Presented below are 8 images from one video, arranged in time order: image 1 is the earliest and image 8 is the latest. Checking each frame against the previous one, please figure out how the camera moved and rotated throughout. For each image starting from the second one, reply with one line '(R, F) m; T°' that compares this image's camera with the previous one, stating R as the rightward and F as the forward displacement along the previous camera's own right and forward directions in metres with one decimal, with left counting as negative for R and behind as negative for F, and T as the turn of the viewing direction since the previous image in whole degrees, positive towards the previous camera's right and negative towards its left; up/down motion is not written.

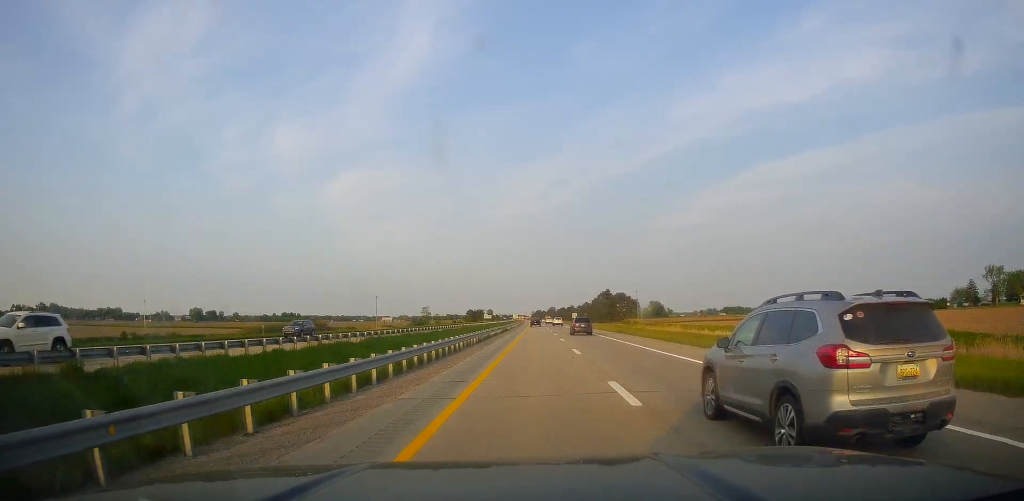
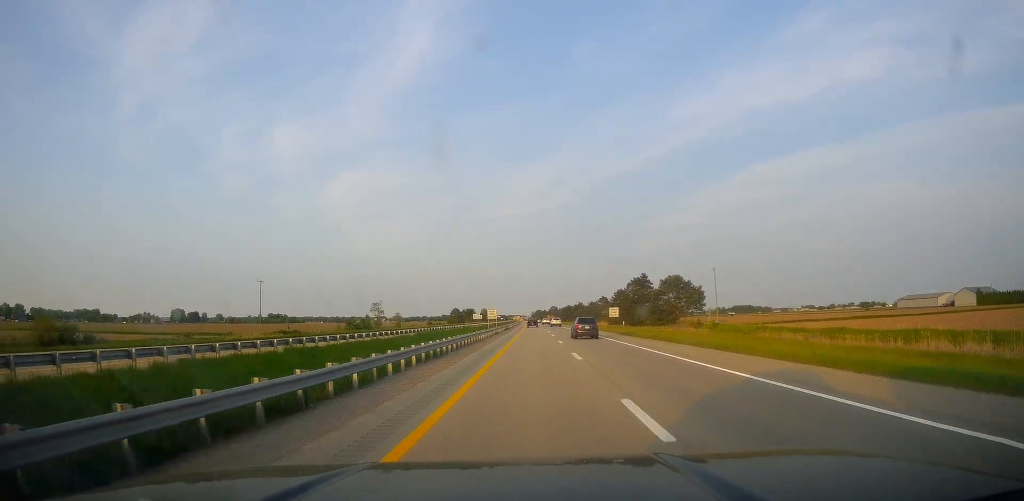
(-0.1, +79.1) m; 0°
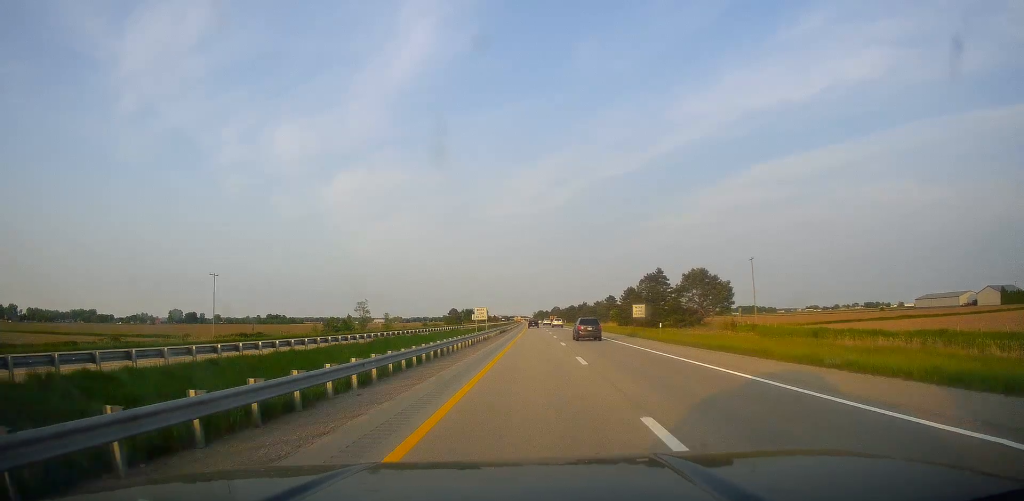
(-0.2, +17.2) m; 0°
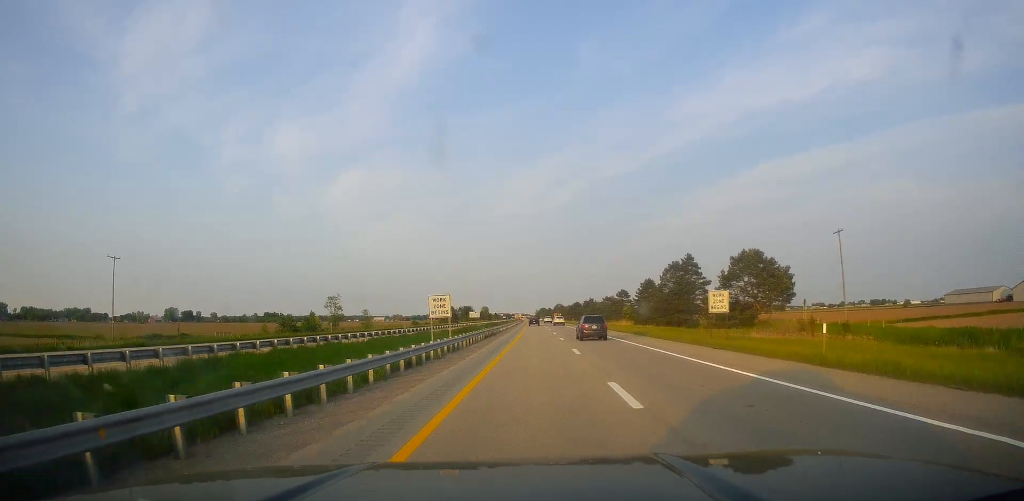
(-0.1, +25.2) m; 0°
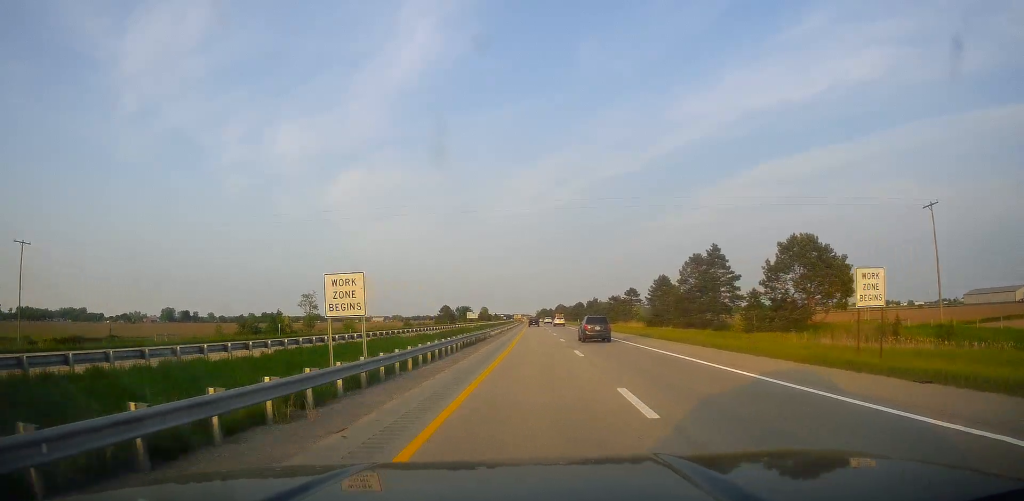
(-0.1, +16.0) m; 0°
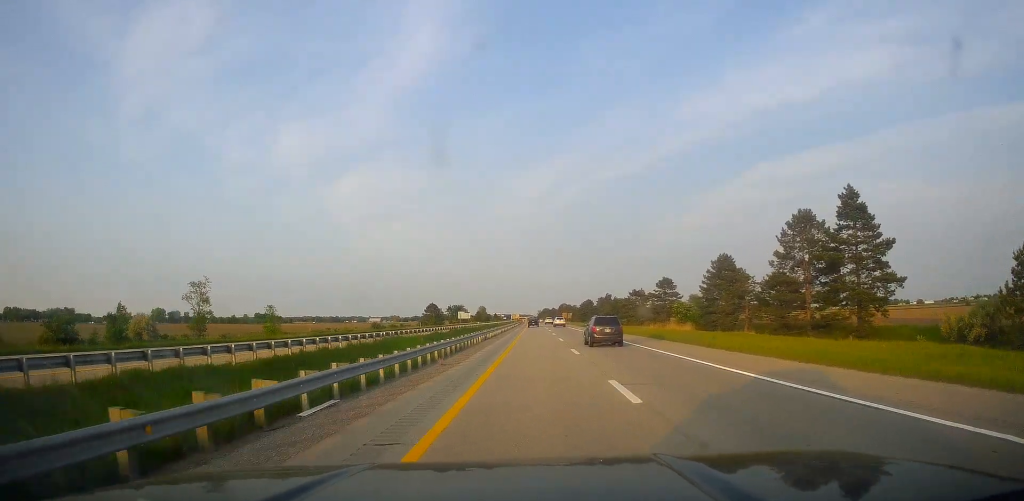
(+0.4, +43.7) m; 0°
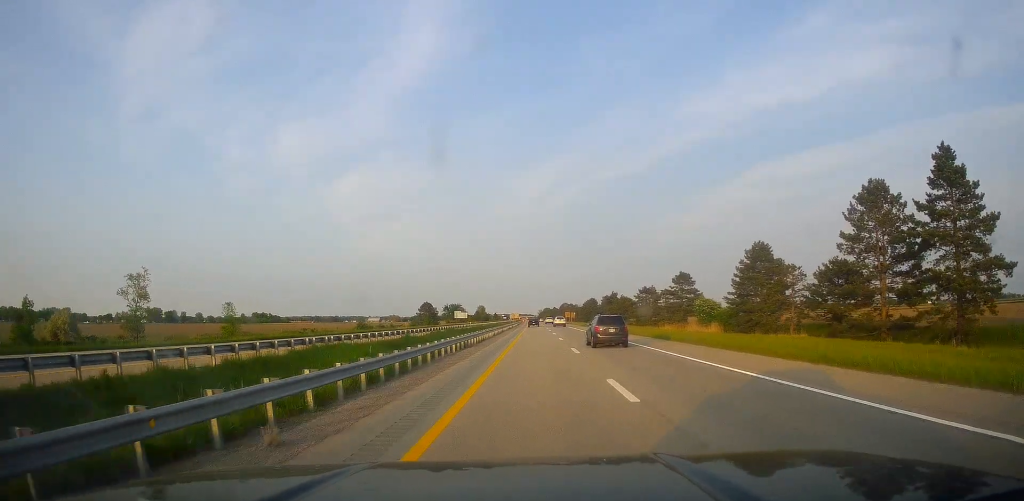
(-0.2, +15.0) m; 0°
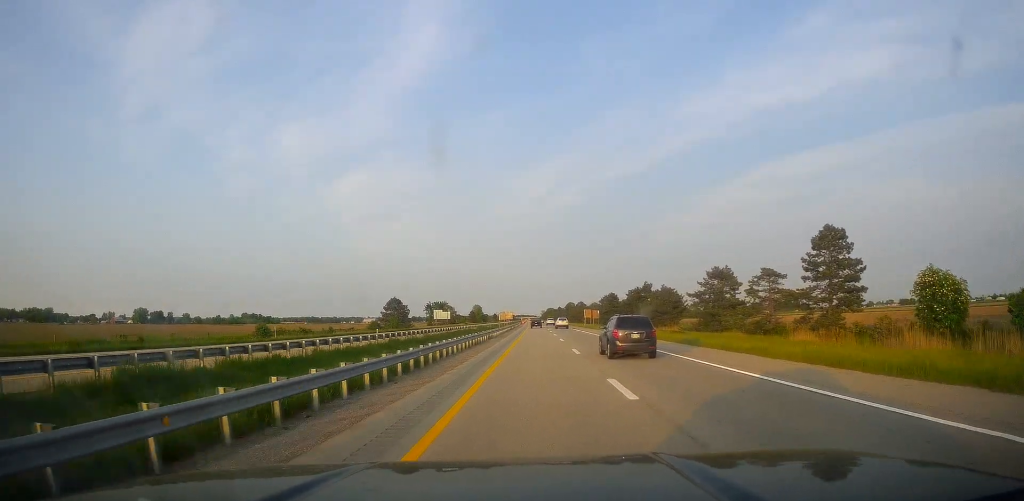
(-0.3, +60.4) m; 0°
